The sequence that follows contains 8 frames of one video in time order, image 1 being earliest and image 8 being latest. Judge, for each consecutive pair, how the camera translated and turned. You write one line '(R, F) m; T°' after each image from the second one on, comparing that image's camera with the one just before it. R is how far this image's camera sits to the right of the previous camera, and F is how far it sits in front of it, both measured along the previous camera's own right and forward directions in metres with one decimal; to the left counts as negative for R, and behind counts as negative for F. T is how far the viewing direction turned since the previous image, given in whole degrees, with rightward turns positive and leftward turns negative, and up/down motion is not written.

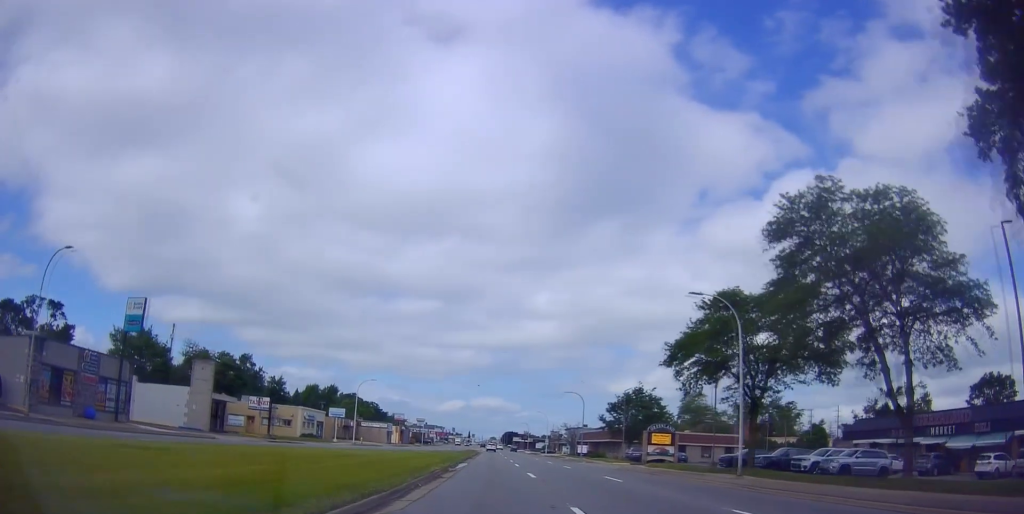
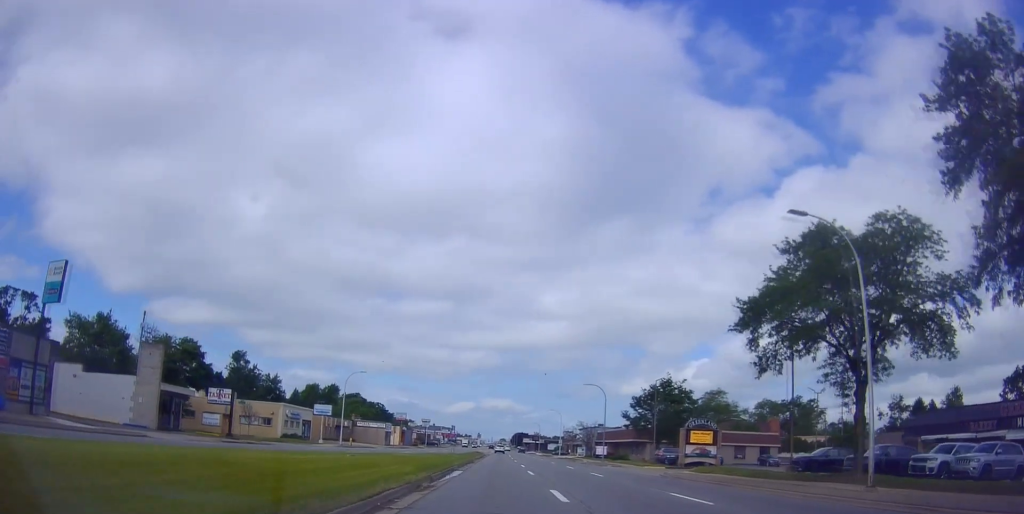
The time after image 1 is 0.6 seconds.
(-0.1, +10.7) m; -2°
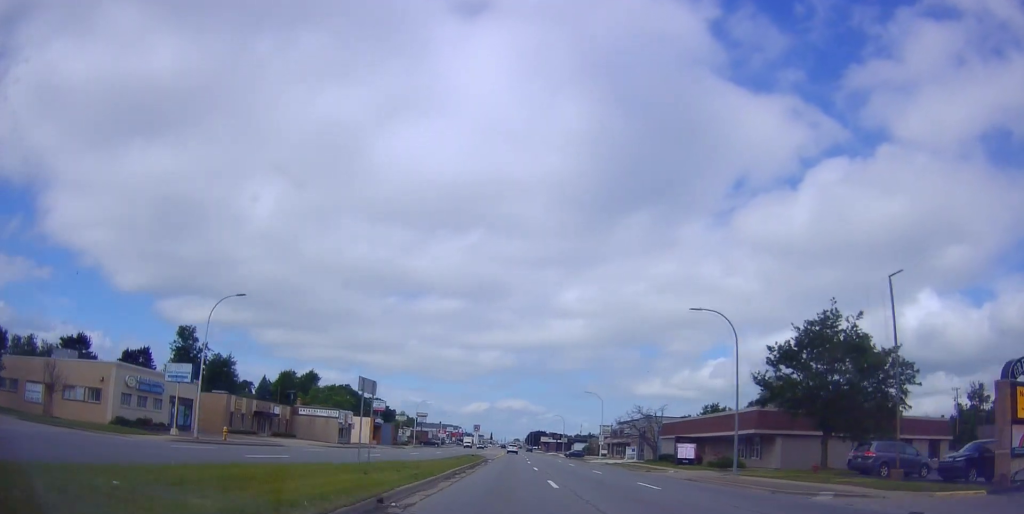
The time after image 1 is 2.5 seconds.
(-1.0, +37.8) m; -2°
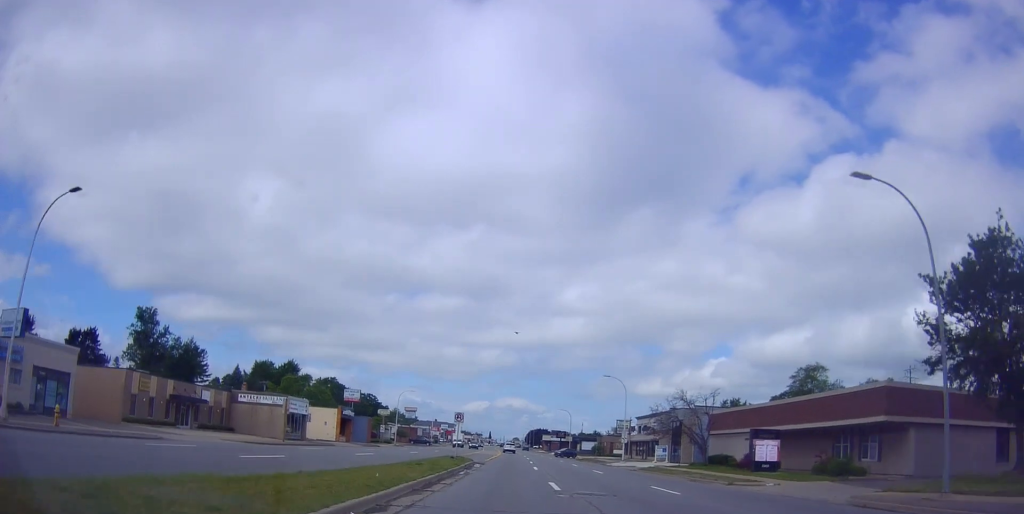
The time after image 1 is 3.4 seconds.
(0.0, +17.5) m; 0°
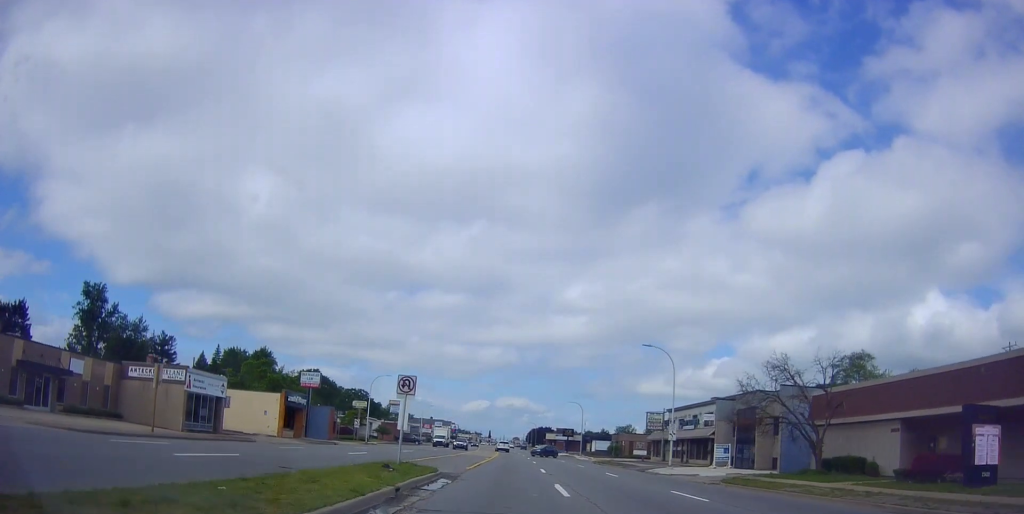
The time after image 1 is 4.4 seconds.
(0.0, +19.2) m; 0°
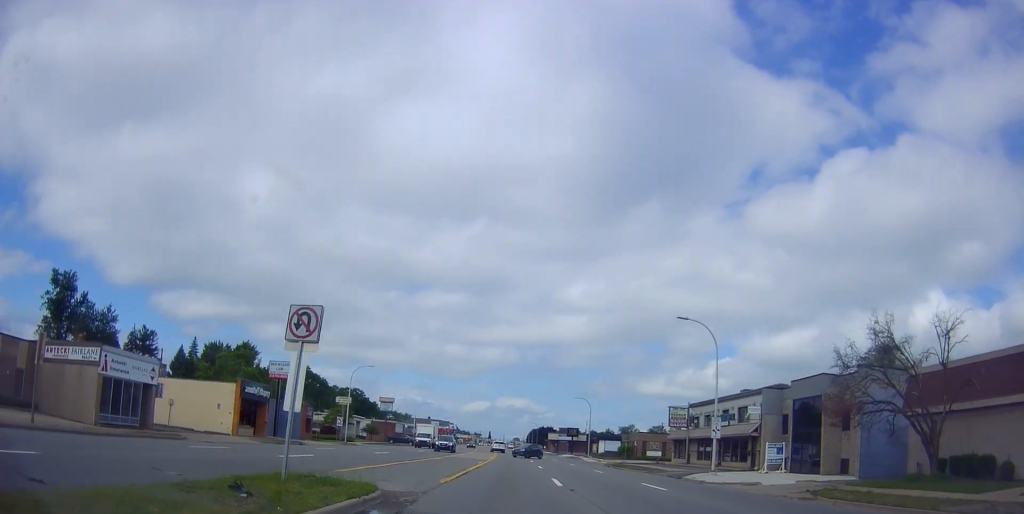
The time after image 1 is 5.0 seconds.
(0.0, +10.3) m; 0°
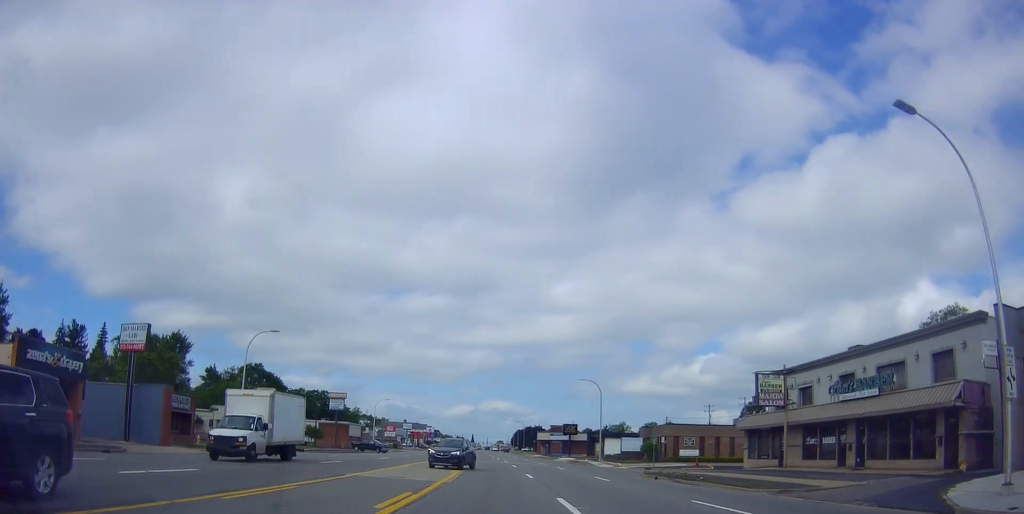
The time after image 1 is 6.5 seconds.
(0.0, +29.6) m; 0°
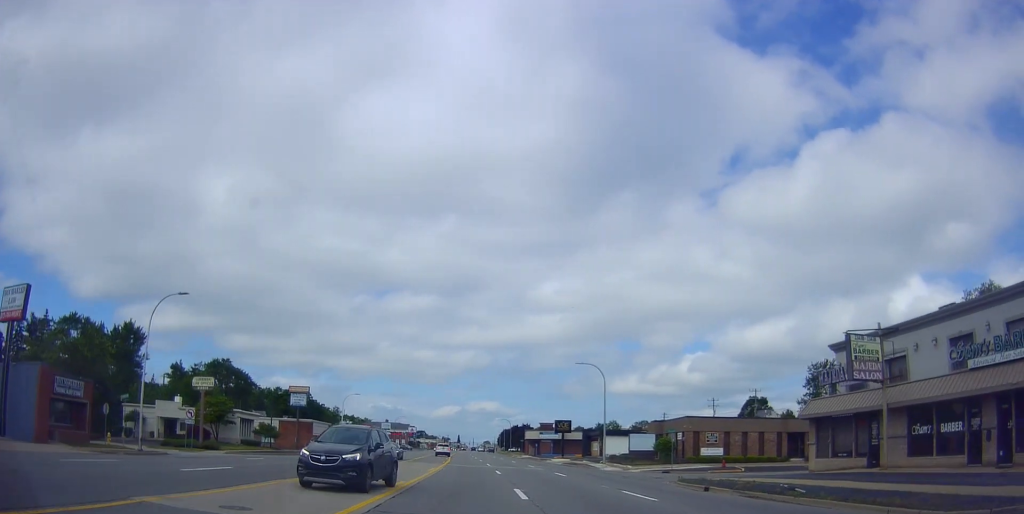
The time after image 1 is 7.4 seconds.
(0.0, +15.7) m; 0°
